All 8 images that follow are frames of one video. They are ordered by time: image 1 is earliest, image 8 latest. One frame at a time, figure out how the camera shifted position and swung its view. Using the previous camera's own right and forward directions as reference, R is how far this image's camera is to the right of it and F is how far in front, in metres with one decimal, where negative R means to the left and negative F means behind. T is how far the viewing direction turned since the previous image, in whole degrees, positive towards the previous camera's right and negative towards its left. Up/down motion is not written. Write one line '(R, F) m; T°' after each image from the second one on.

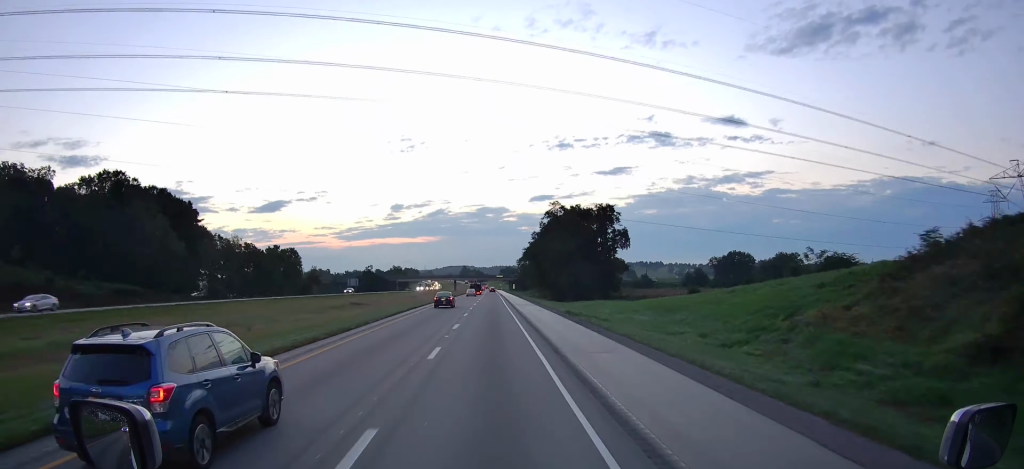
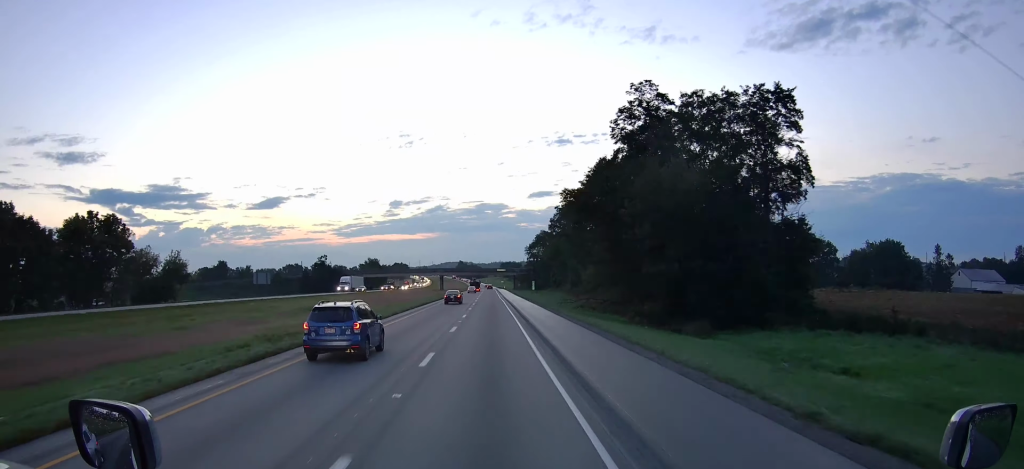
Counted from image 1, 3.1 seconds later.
(+0.2, +95.7) m; 0°
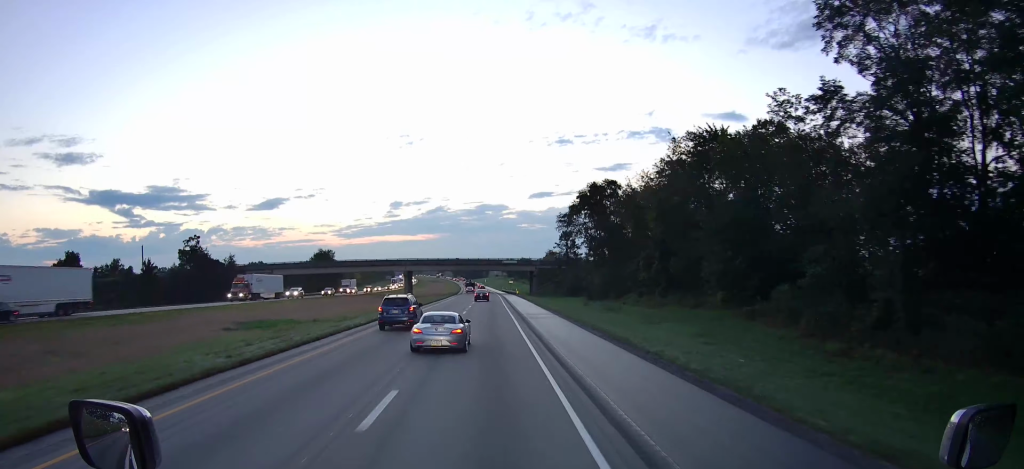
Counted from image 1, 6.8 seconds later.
(+0.1, +116.7) m; 0°
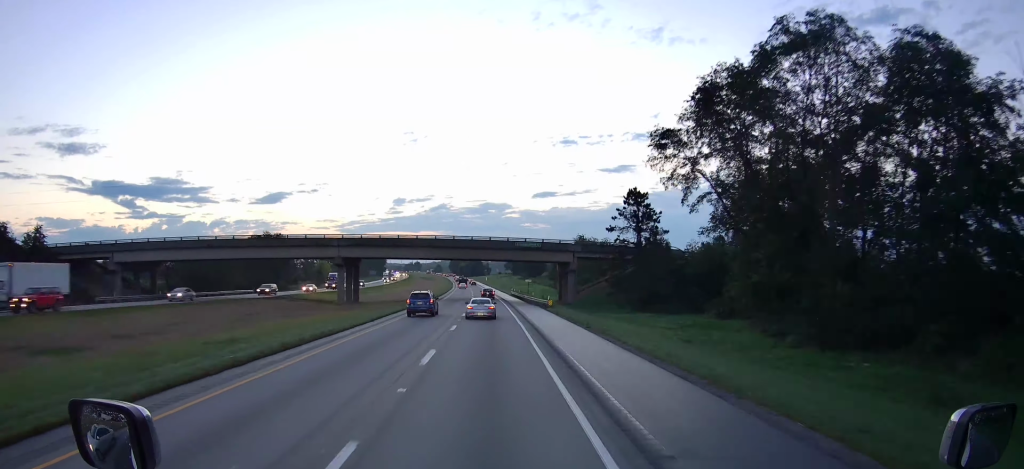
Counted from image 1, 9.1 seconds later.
(-0.4, +70.0) m; 0°
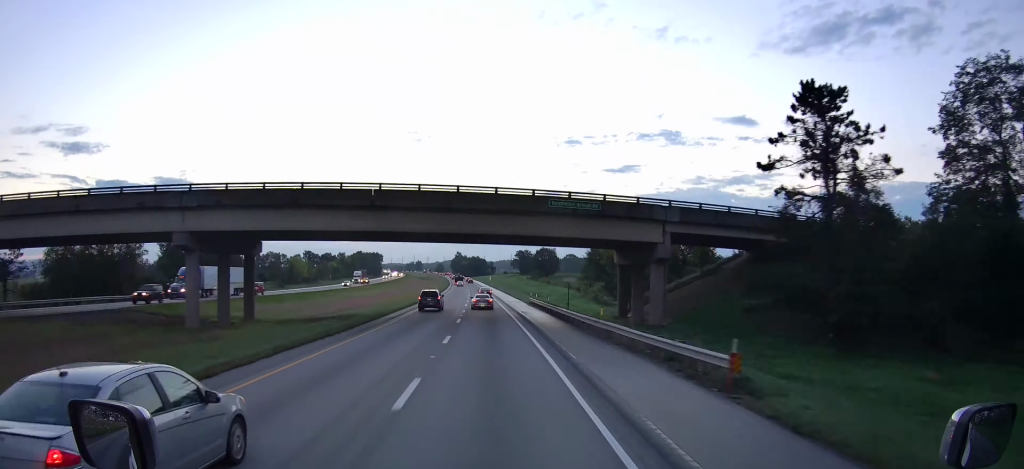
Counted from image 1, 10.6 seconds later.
(-0.2, +45.0) m; 0°
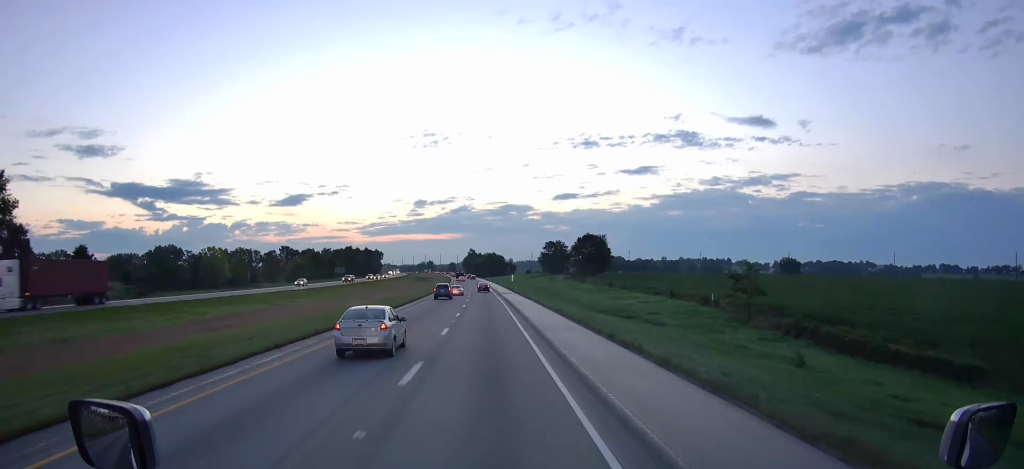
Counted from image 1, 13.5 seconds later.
(0.0, +84.5) m; -1°
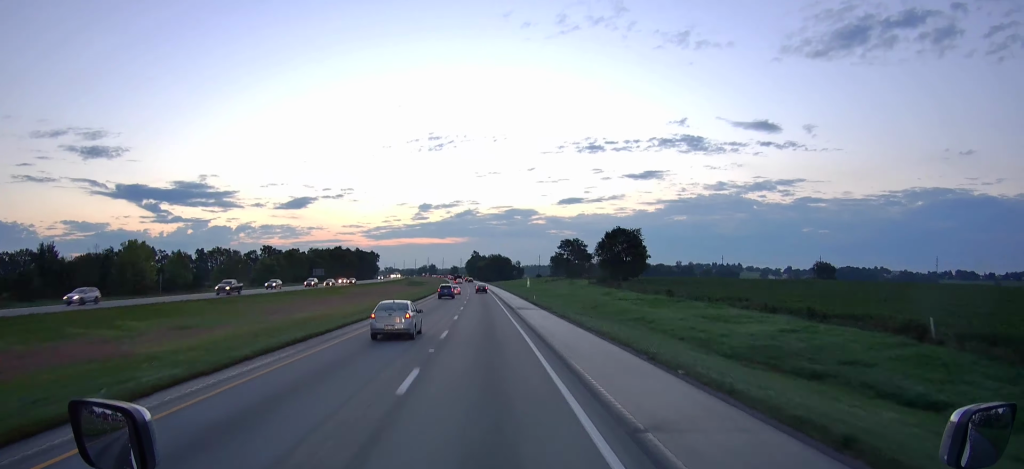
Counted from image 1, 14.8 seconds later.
(-0.7, +37.1) m; -1°
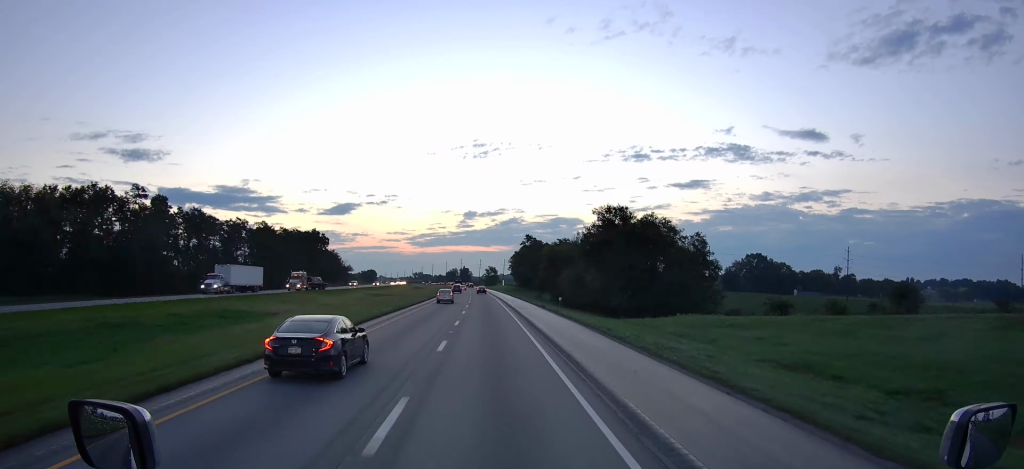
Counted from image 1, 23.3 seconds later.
(-8.5, +238.9) m; -4°
